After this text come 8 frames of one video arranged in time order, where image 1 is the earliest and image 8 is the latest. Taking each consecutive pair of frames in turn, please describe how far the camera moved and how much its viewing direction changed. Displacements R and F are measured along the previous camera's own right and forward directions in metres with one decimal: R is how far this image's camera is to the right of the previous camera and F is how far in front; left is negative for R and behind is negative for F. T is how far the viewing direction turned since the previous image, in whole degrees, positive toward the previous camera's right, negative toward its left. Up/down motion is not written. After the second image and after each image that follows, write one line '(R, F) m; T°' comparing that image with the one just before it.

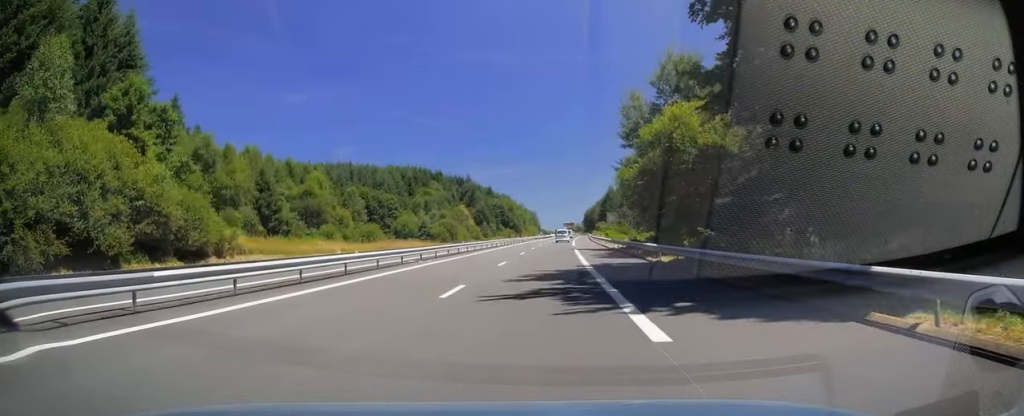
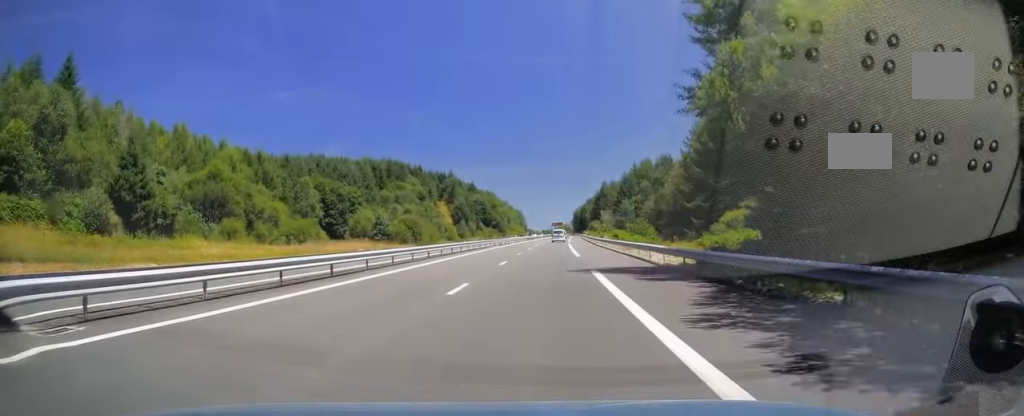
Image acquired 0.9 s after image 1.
(+0.2, +25.6) m; +1°
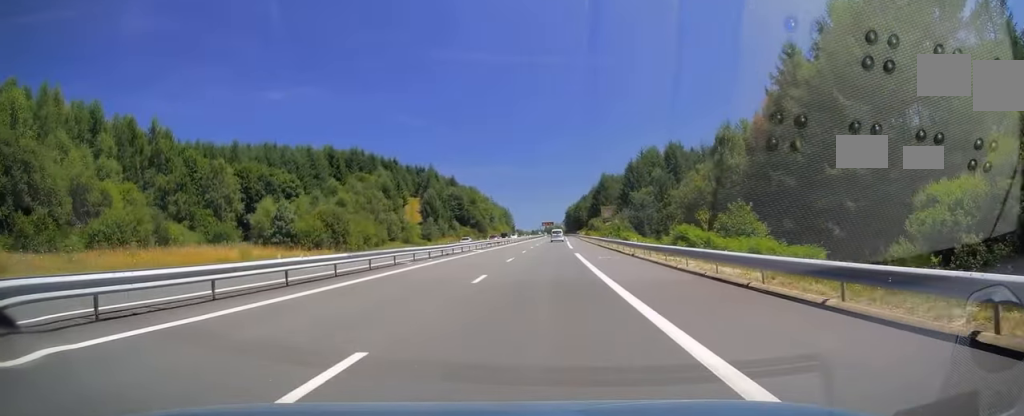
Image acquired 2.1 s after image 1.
(+0.7, +35.8) m; +2°
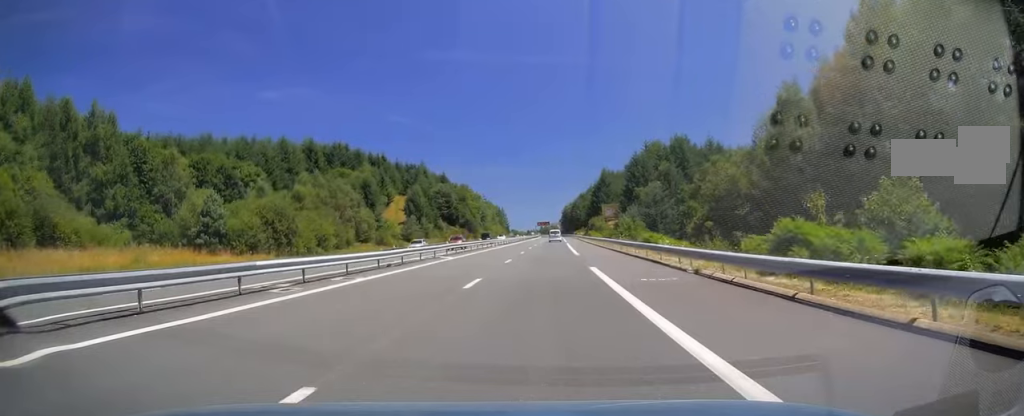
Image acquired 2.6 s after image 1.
(+0.1, +14.7) m; 0°
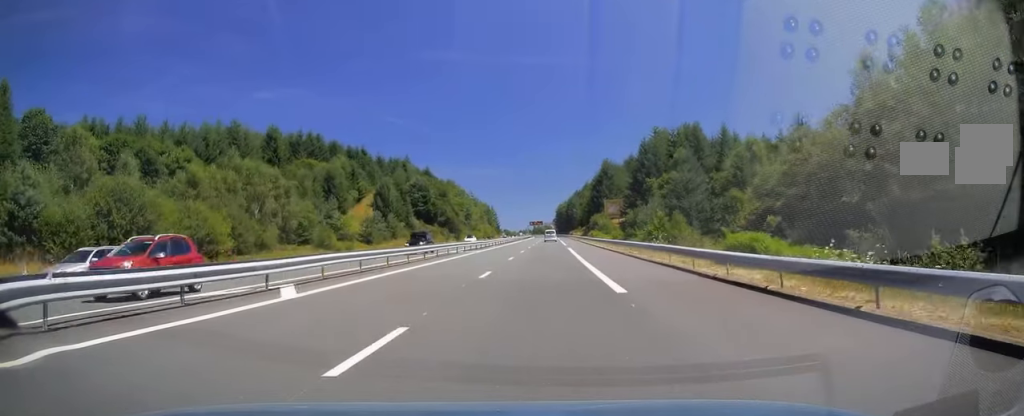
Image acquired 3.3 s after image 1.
(0.0, +22.6) m; 0°
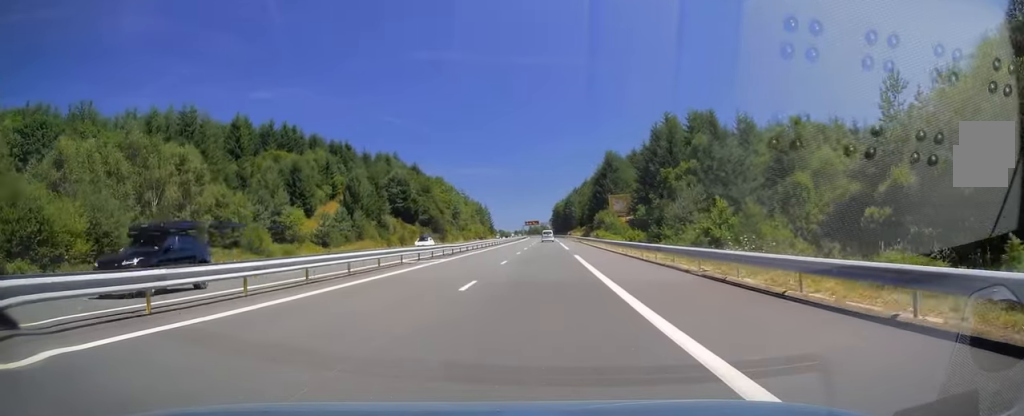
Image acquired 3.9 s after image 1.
(0.0, +17.2) m; 0°
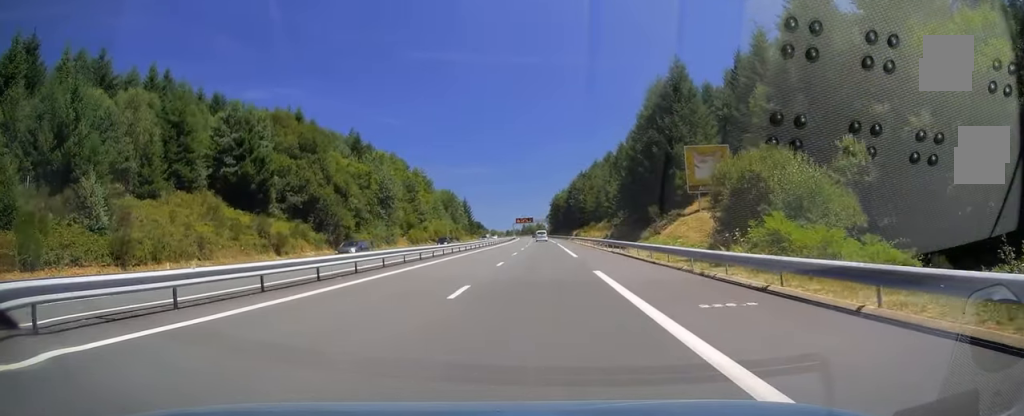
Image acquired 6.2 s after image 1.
(+0.7, +67.3) m; +1°
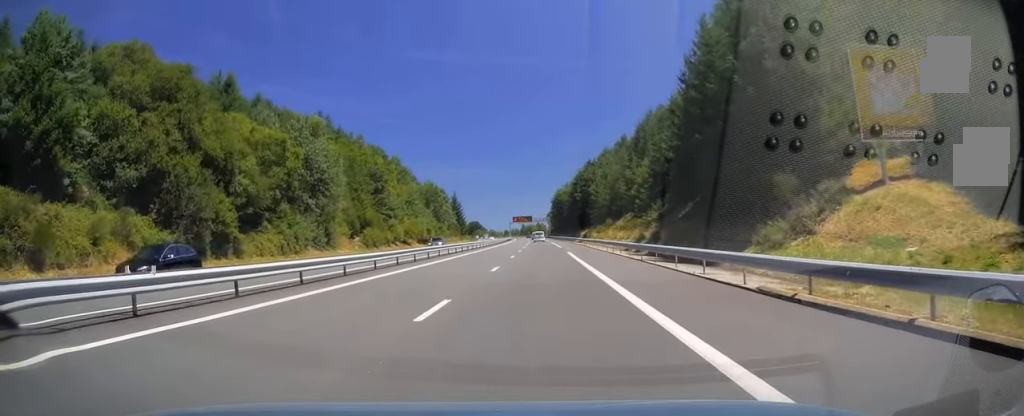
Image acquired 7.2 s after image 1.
(-0.3, +29.5) m; -1°
